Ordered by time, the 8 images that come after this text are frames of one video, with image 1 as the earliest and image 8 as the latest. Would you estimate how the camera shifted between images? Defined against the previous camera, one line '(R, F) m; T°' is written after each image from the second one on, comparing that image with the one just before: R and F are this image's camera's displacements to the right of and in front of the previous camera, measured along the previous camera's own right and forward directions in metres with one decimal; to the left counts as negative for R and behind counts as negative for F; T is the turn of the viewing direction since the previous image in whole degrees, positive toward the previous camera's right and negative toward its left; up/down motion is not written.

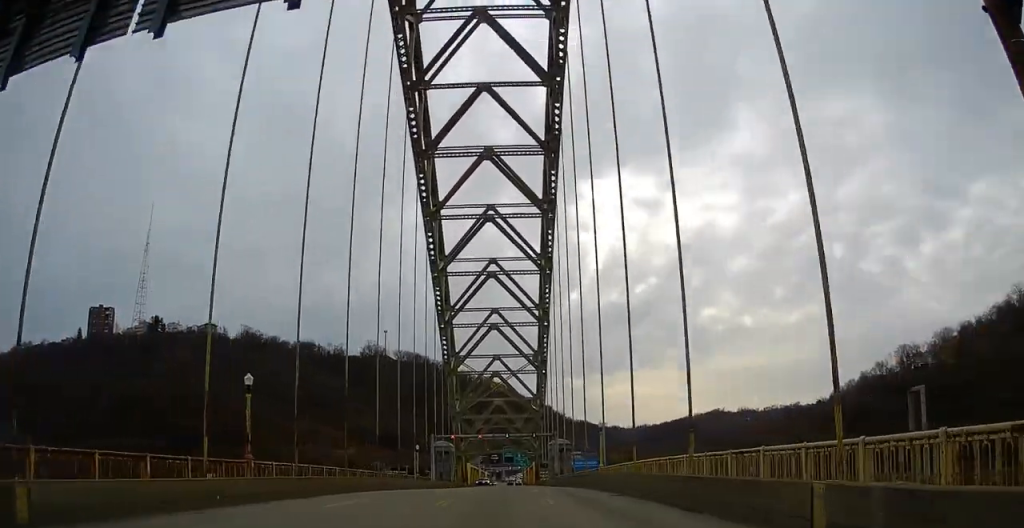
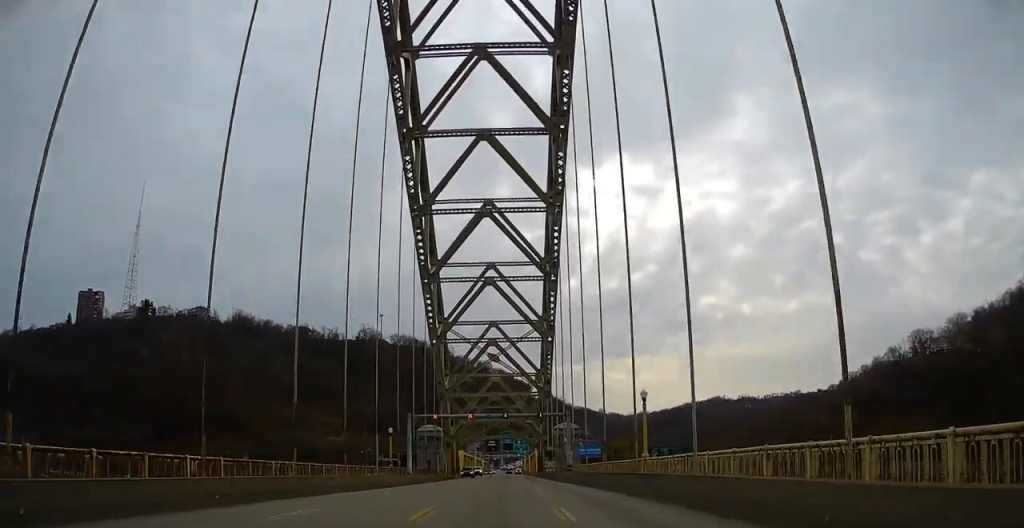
(+0.1, +17.0) m; +1°
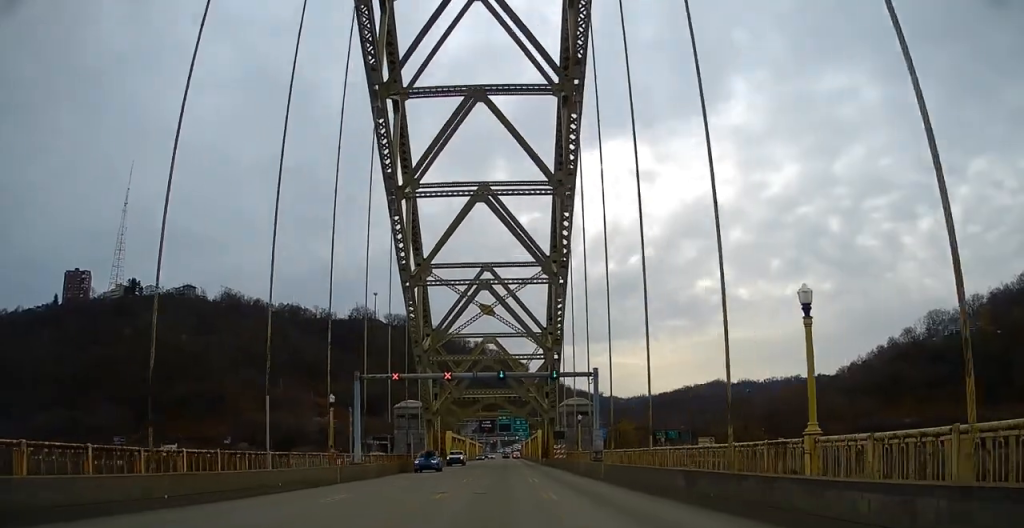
(+0.1, +19.9) m; 0°
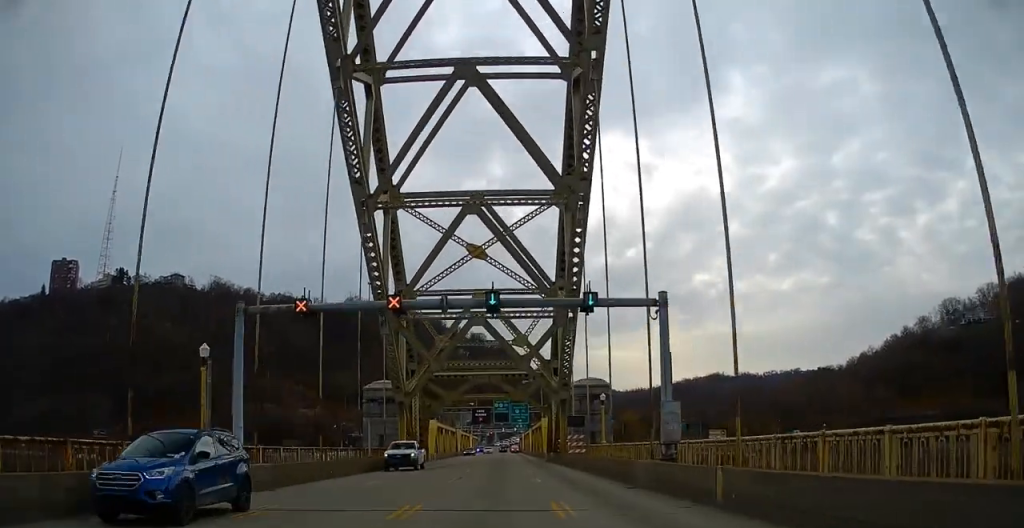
(0.0, +17.8) m; 0°
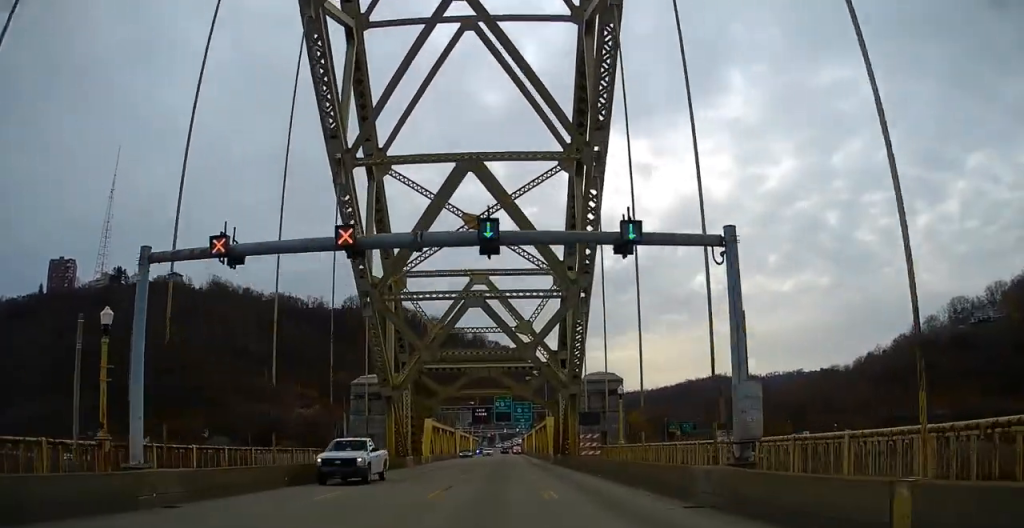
(-0.1, +6.9) m; 0°
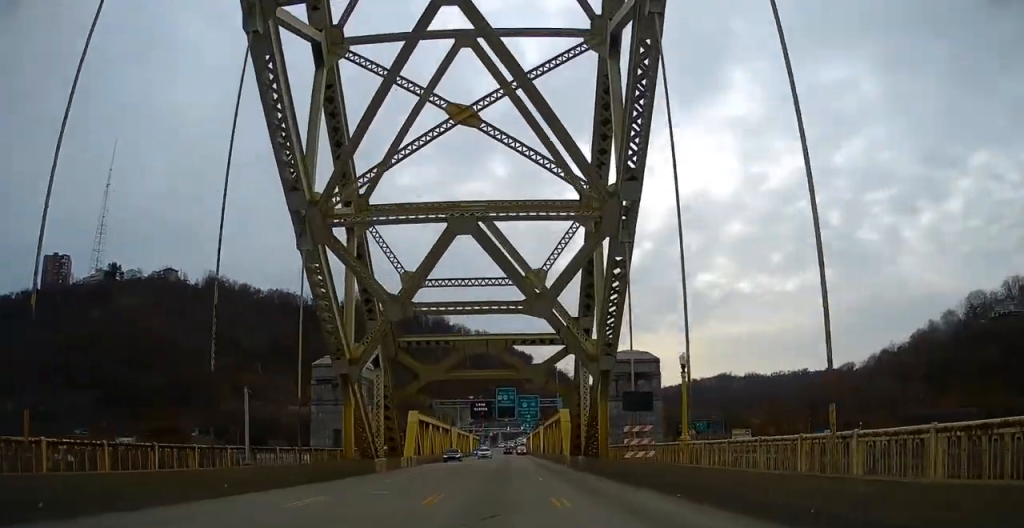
(0.0, +14.8) m; 0°
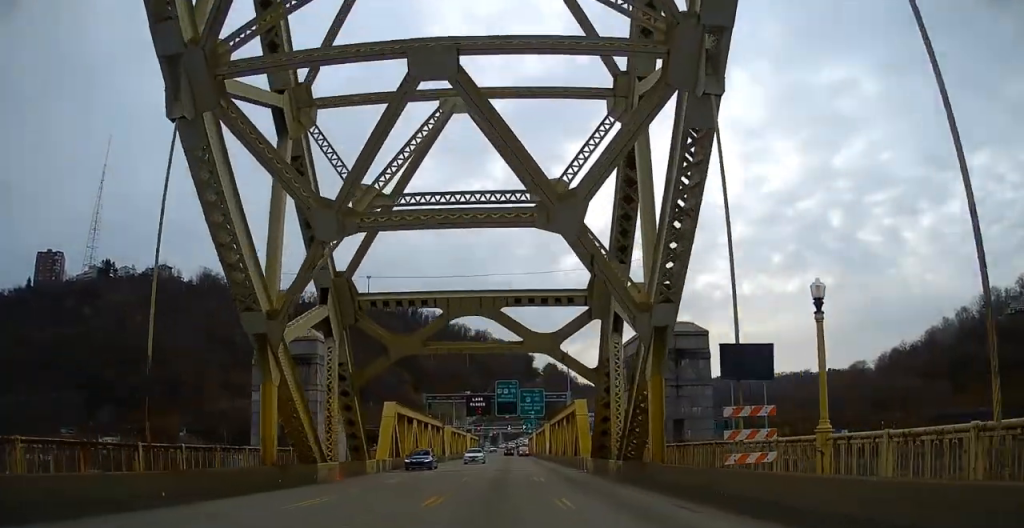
(0.0, +12.9) m; 0°
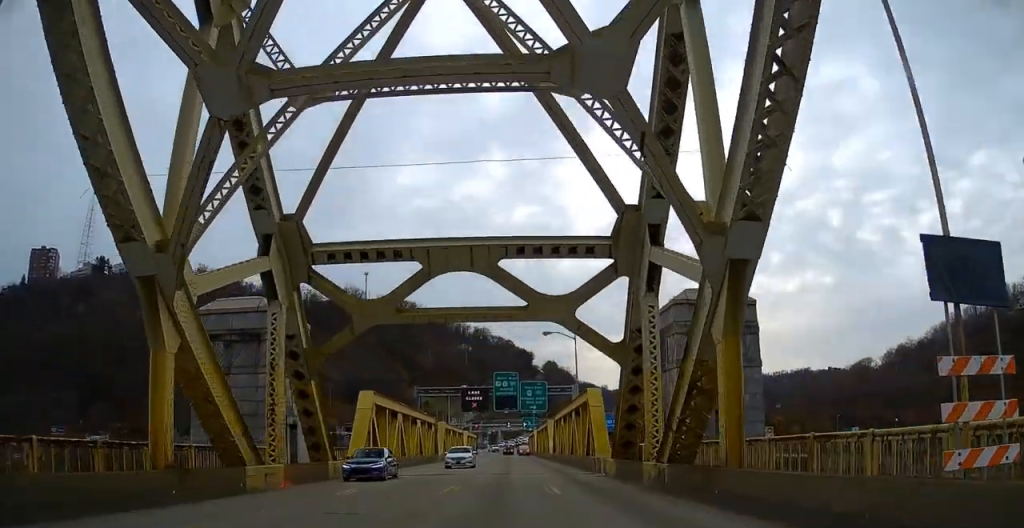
(-0.1, +8.0) m; 0°
